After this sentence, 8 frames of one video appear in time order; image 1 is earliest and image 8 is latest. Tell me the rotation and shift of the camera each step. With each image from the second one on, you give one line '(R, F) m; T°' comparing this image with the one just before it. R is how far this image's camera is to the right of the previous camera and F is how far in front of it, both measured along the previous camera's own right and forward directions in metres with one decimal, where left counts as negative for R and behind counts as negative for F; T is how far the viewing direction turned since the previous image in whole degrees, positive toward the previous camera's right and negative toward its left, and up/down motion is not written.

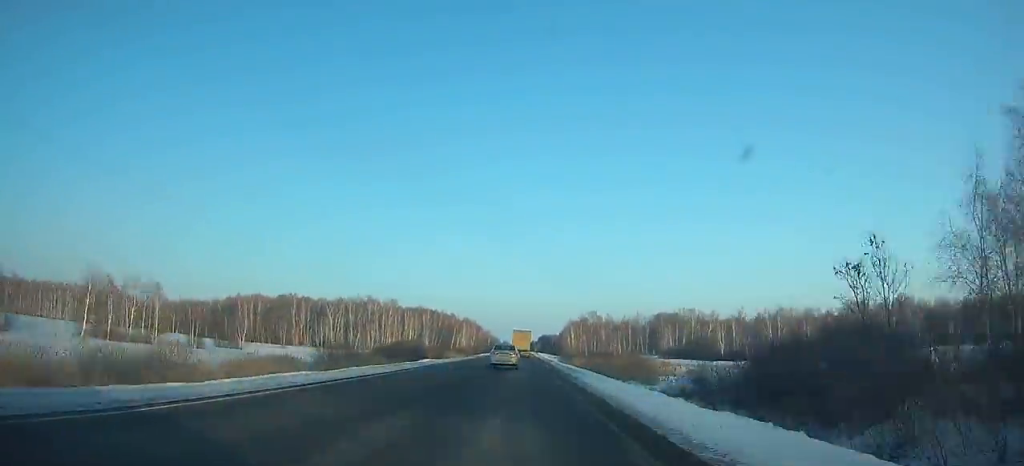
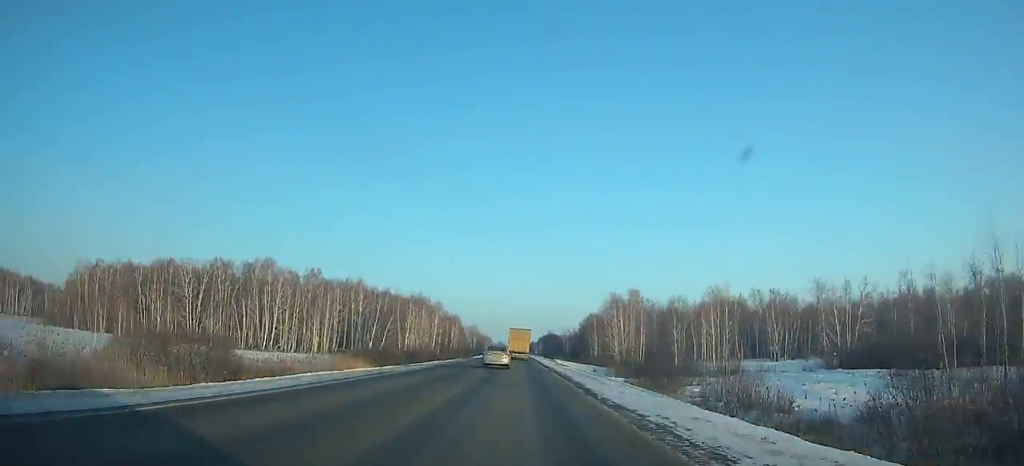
(-0.1, +103.7) m; 0°
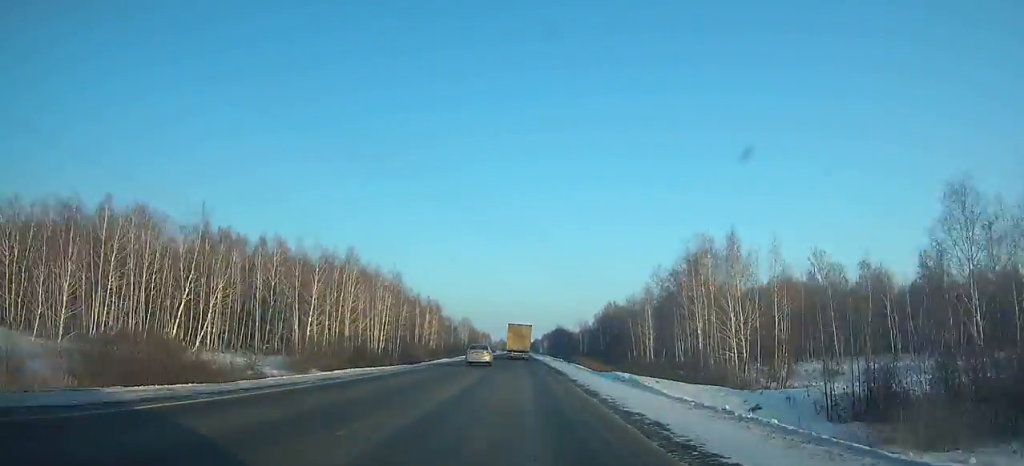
(0.0, +55.3) m; 0°
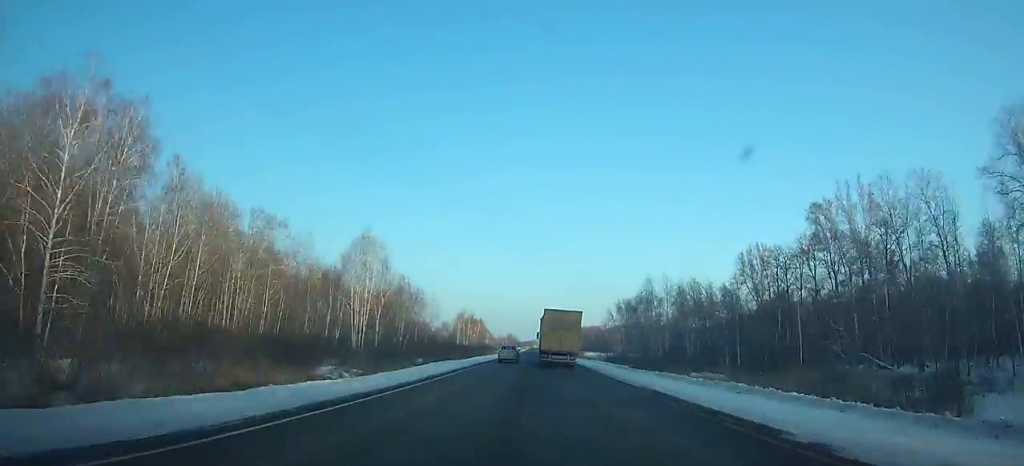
(-1.2, +170.2) m; 0°
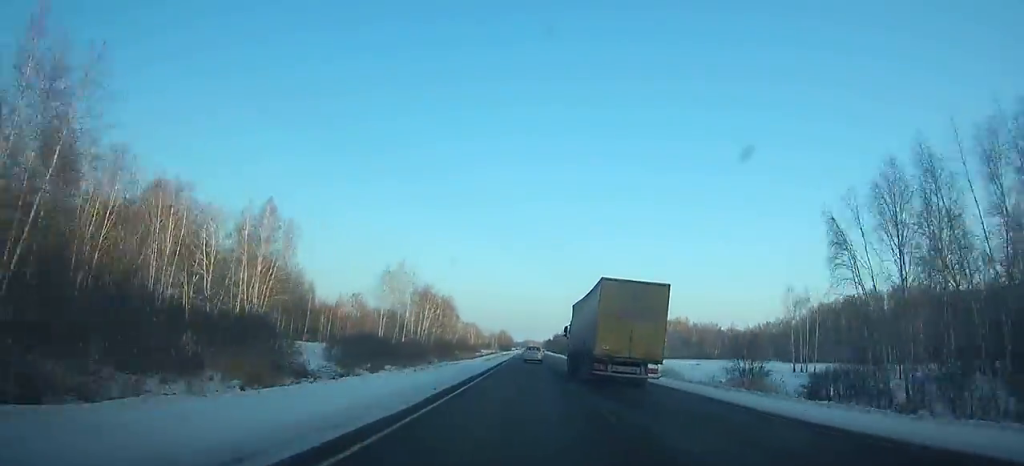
(+0.4, +93.3) m; 0°
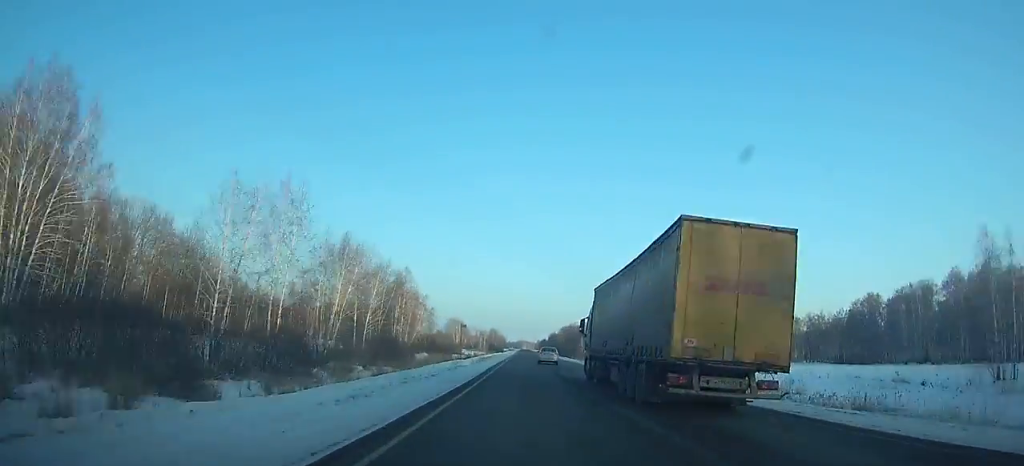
(+0.2, +45.0) m; 0°
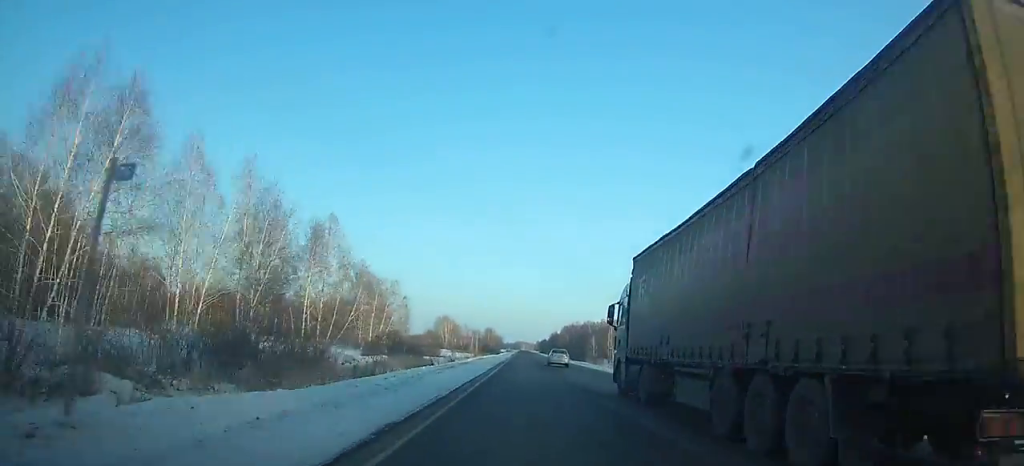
(+0.1, +36.2) m; 0°
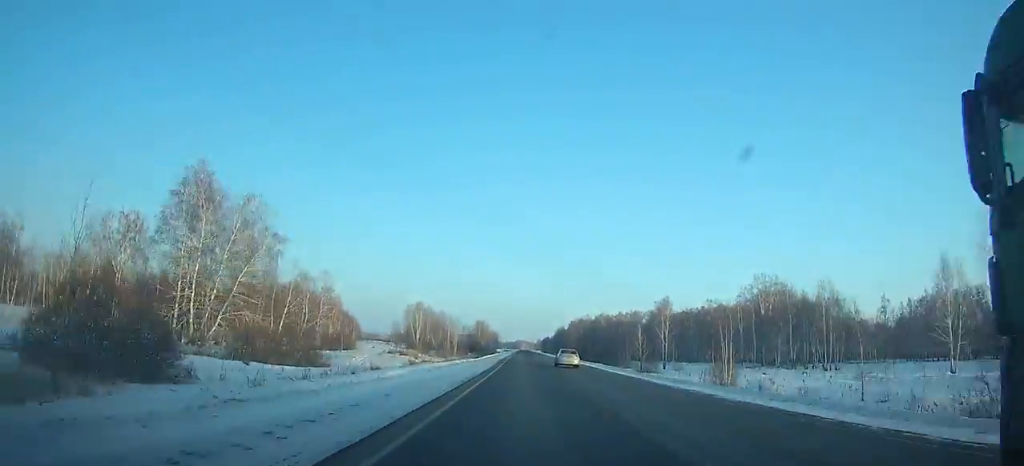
(0.0, +67.5) m; 0°
